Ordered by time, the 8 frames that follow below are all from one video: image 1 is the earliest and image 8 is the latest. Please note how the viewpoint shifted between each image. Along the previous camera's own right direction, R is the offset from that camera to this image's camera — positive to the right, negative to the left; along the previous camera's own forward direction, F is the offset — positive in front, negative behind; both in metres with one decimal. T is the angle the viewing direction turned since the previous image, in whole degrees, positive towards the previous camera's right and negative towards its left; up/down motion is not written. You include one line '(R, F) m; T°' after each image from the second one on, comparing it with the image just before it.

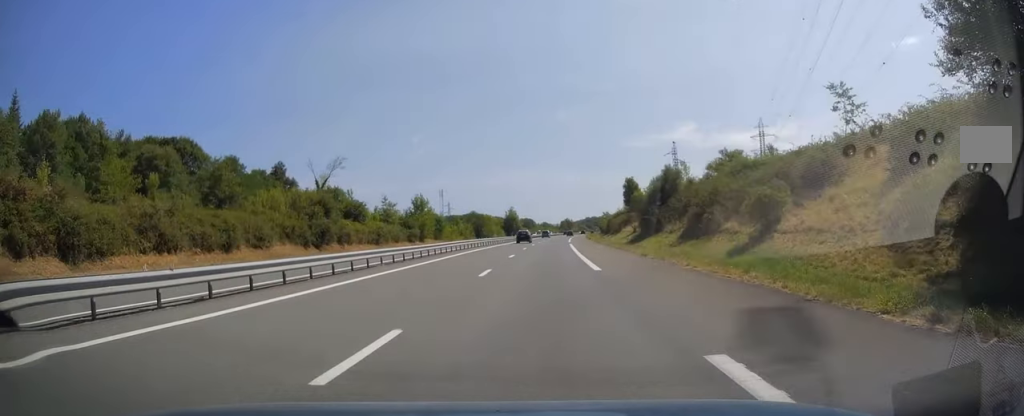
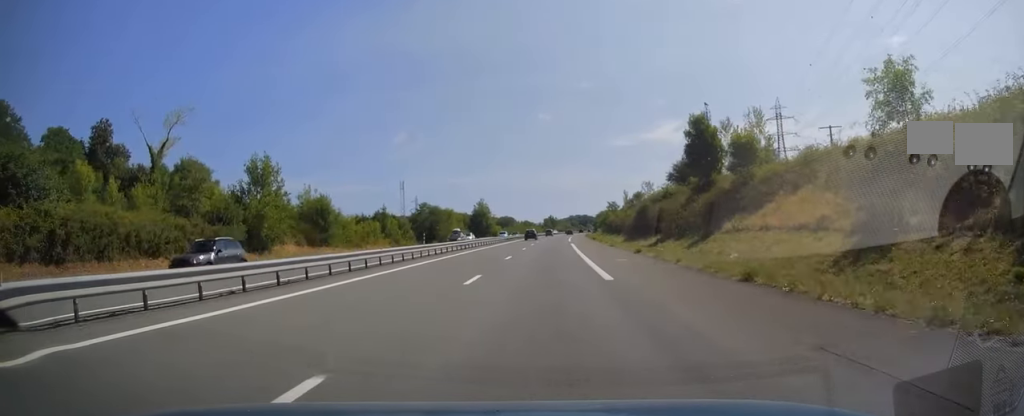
(+0.8, +49.5) m; +2°
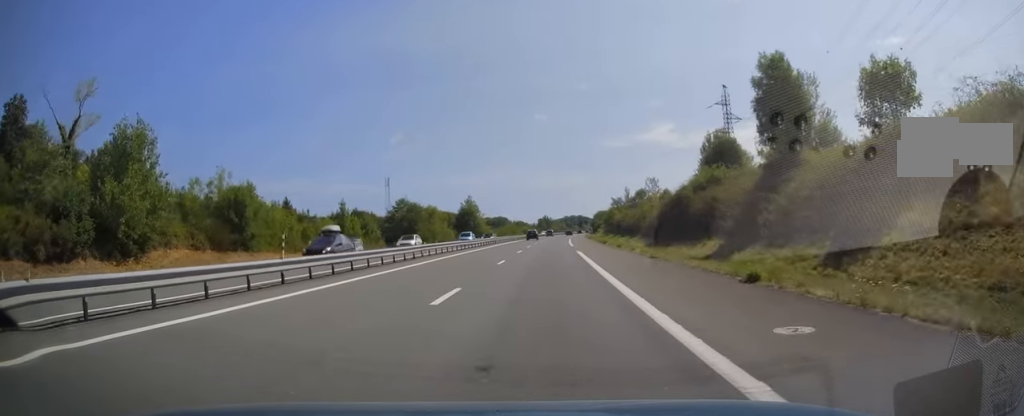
(+0.1, +15.0) m; 0°
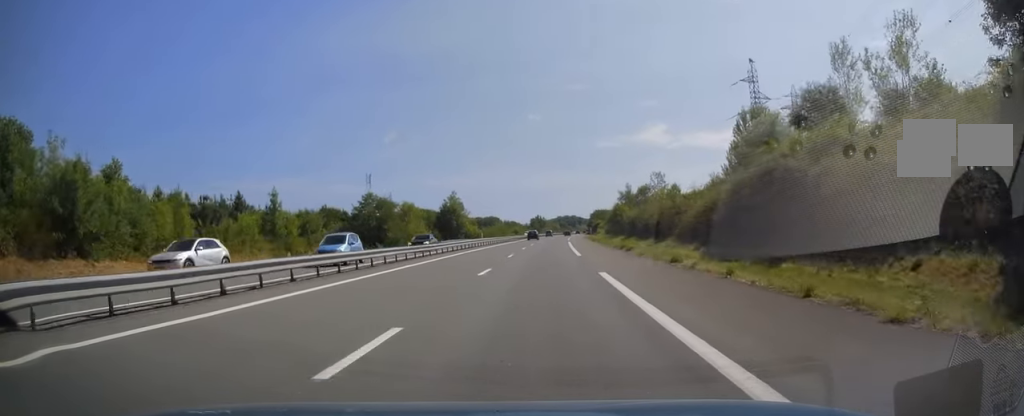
(+0.1, +17.3) m; +1°
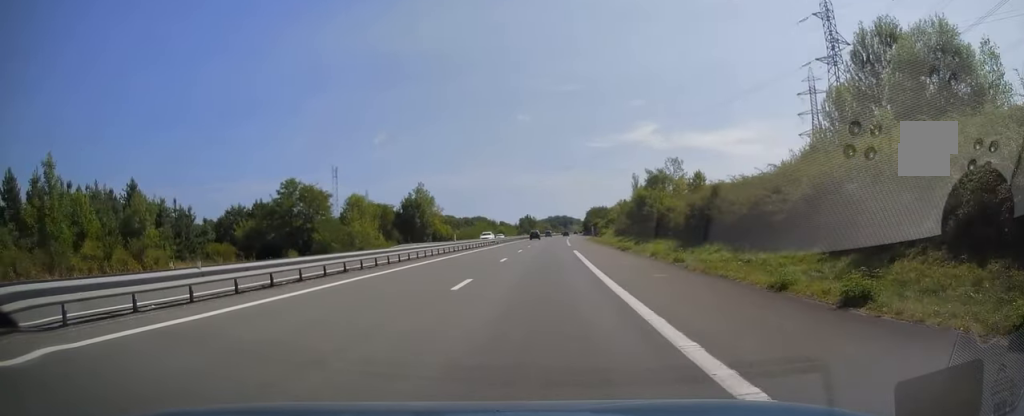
(+0.2, +30.2) m; +1°
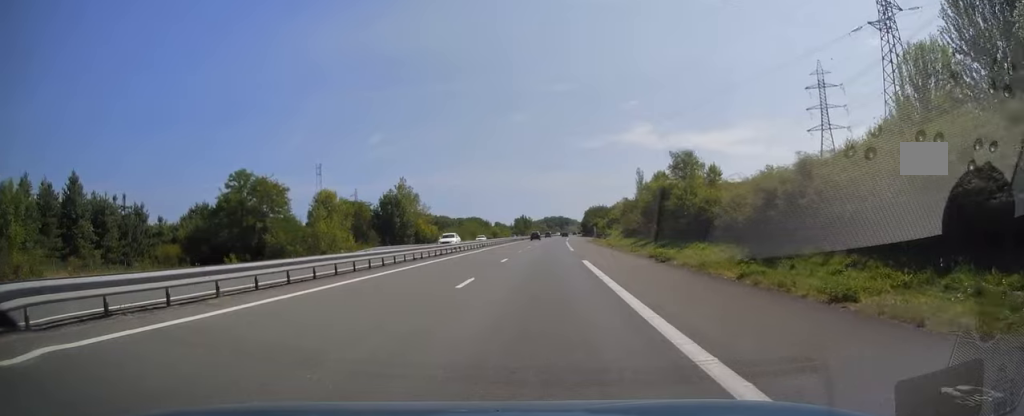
(+0.1, +13.0) m; 0°
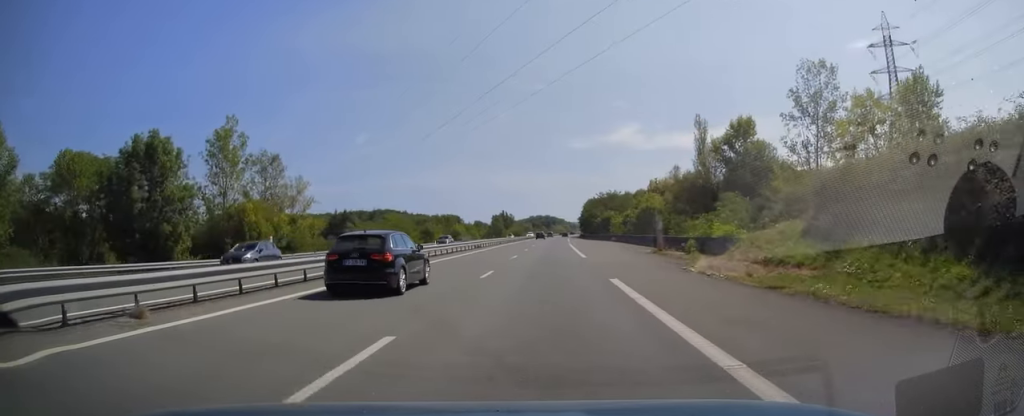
(+0.8, +72.3) m; +1°
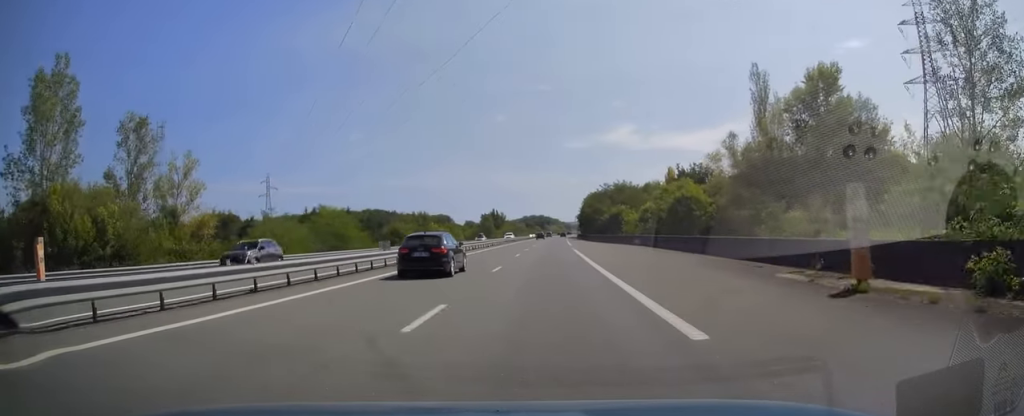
(+0.2, +25.9) m; 0°
